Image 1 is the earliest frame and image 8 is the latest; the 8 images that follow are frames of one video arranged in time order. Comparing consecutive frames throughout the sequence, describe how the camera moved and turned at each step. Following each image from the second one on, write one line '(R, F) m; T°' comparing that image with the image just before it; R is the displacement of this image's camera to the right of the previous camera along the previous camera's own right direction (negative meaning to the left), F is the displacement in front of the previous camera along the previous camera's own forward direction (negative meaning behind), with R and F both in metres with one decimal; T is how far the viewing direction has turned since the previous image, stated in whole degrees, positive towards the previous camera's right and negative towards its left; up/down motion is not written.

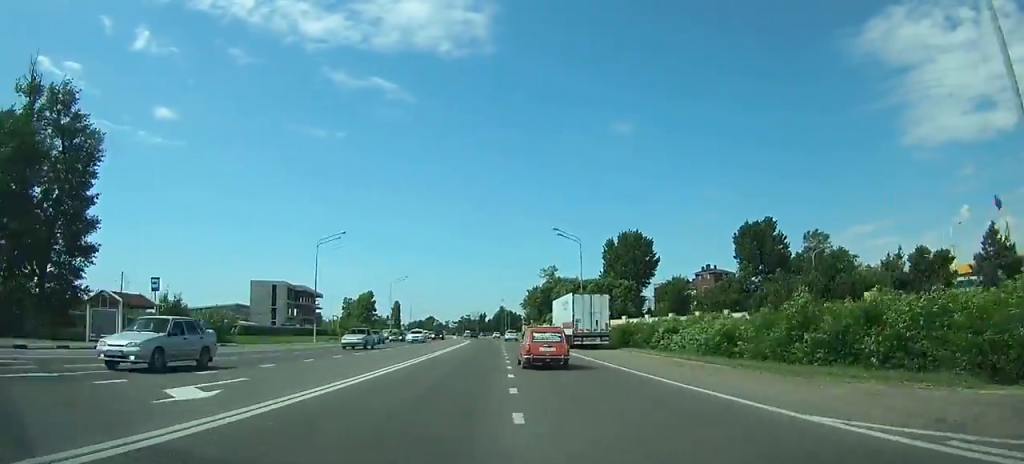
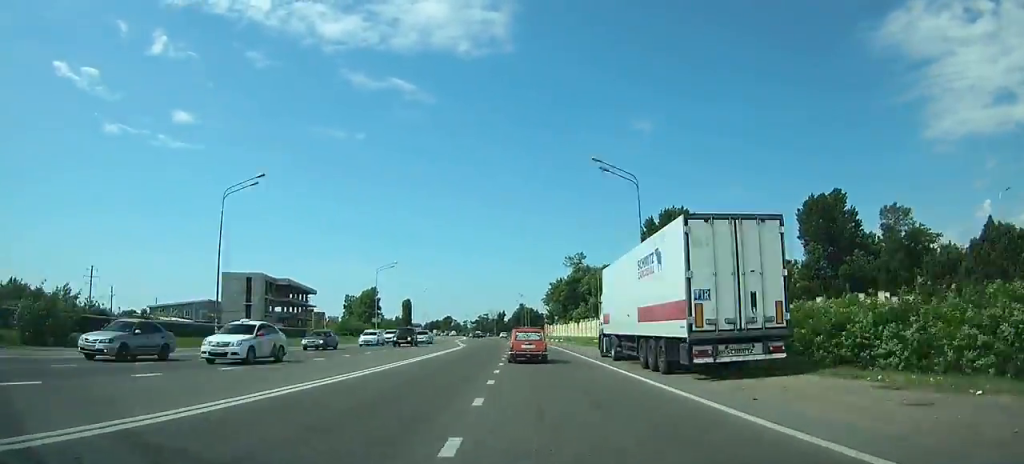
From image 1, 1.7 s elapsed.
(0.0, +26.1) m; -1°
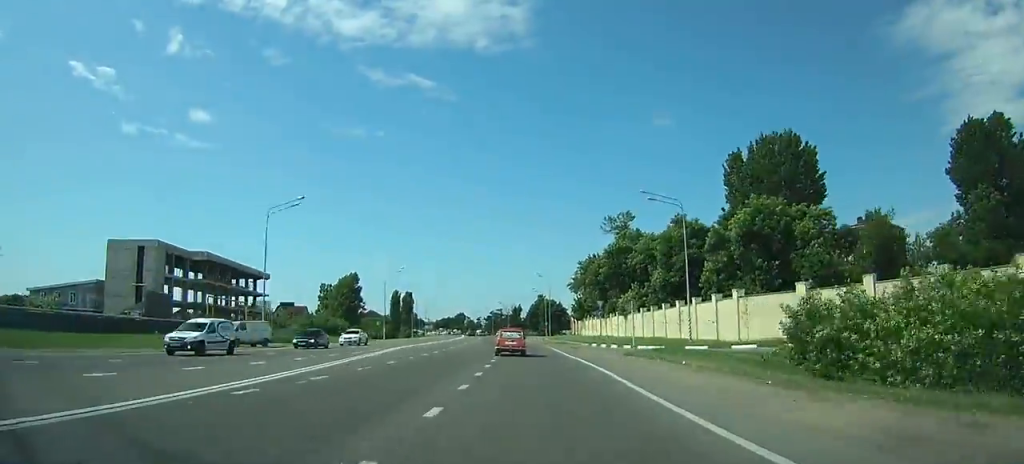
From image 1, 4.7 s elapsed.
(-0.7, +48.7) m; -2°
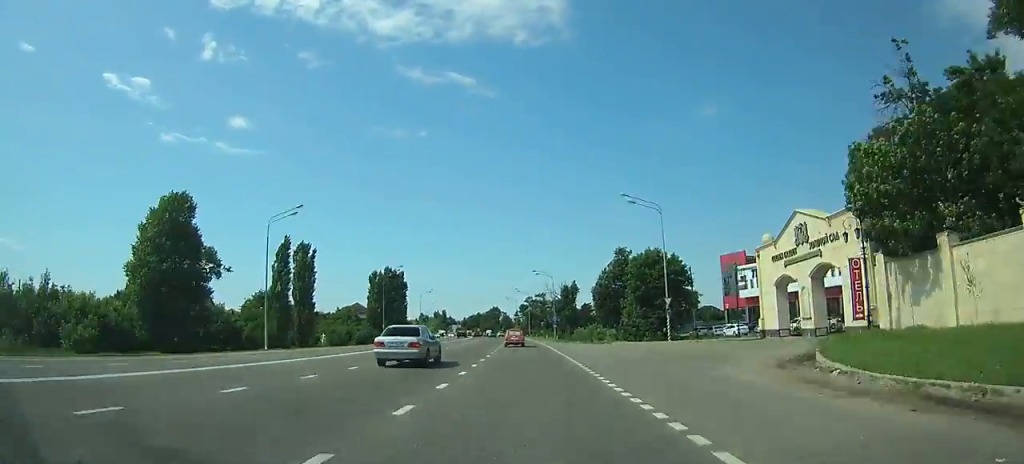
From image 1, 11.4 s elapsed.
(-4.9, +106.5) m; -5°
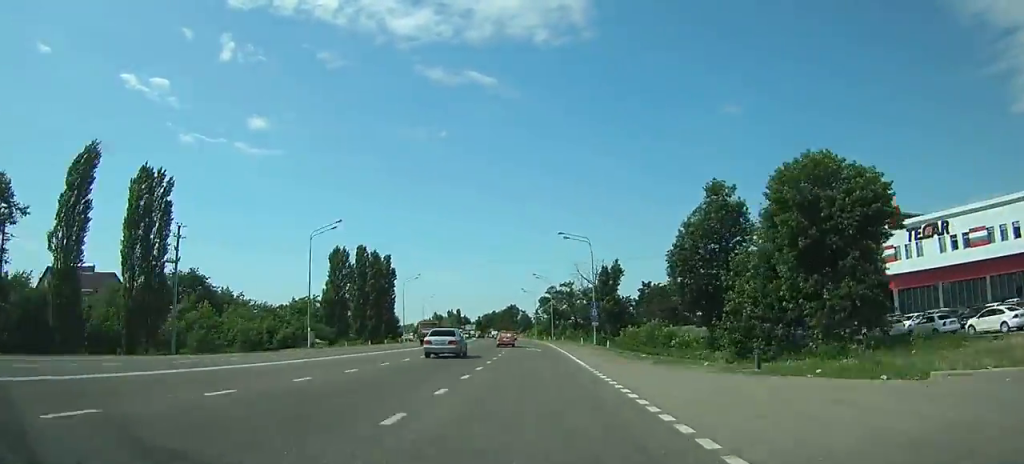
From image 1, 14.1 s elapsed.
(-0.4, +40.7) m; -1°
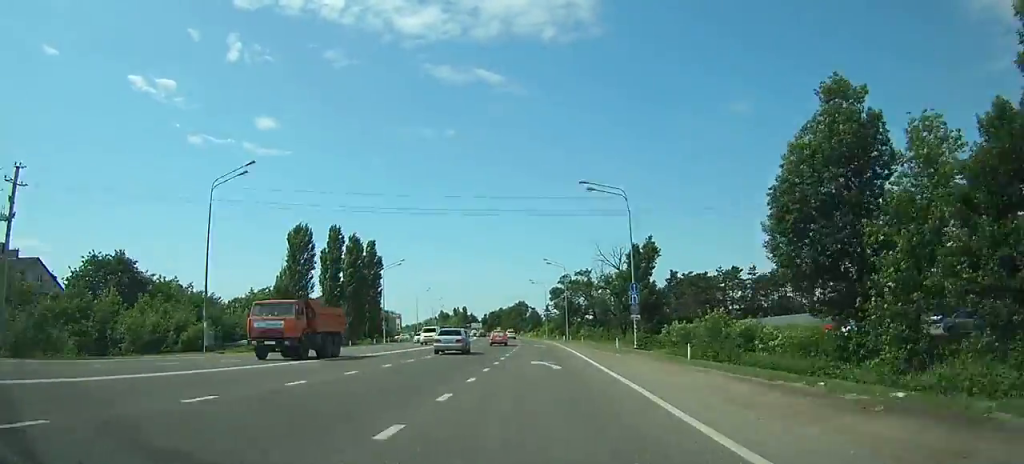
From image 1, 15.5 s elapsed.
(-0.2, +20.5) m; -1°
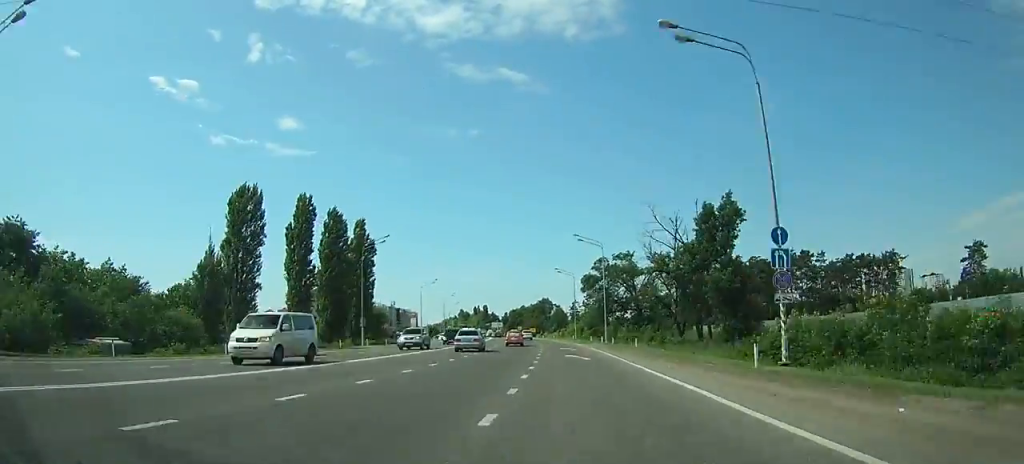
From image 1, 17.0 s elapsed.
(-0.2, +21.8) m; -1°
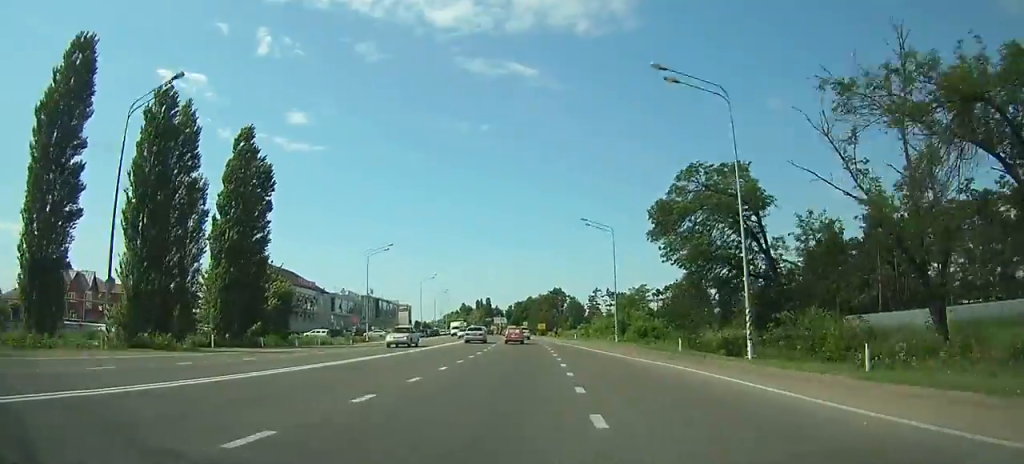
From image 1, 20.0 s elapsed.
(-0.9, +42.5) m; -2°
